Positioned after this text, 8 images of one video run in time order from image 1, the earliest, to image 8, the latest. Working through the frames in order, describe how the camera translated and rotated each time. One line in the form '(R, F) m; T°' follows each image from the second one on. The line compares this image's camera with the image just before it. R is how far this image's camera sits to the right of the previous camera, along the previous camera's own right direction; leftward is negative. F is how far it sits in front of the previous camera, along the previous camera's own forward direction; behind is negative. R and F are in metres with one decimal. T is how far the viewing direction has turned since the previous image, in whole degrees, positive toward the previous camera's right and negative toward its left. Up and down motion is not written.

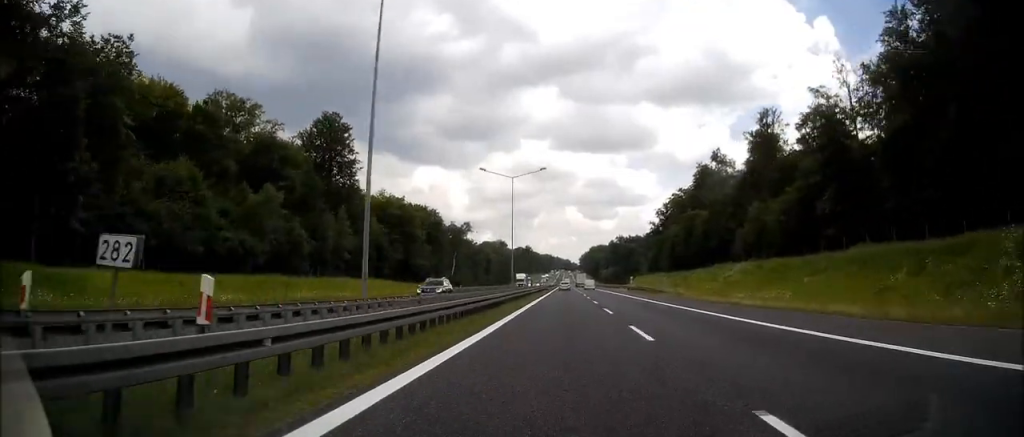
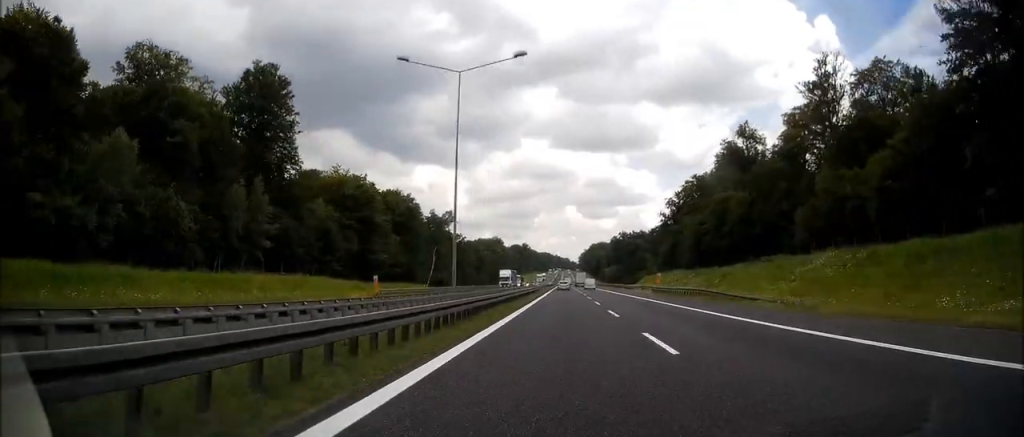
(0.0, +27.1) m; 0°
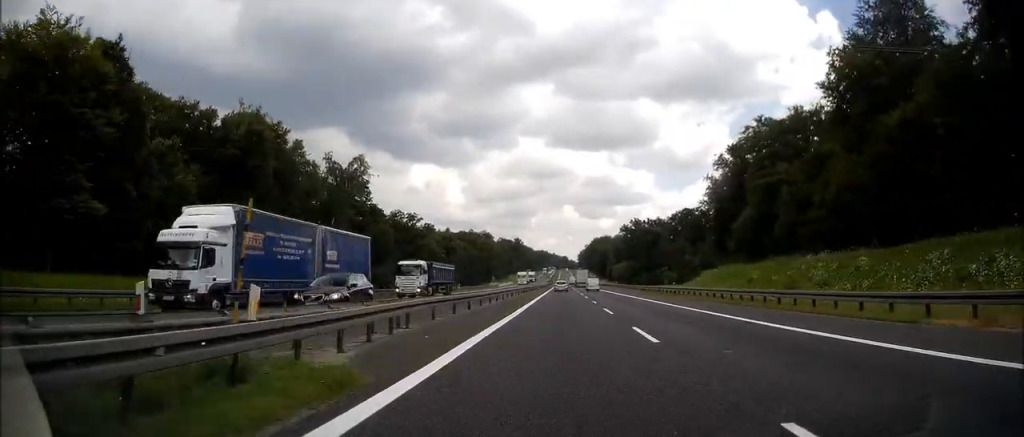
(+0.2, +70.0) m; 0°
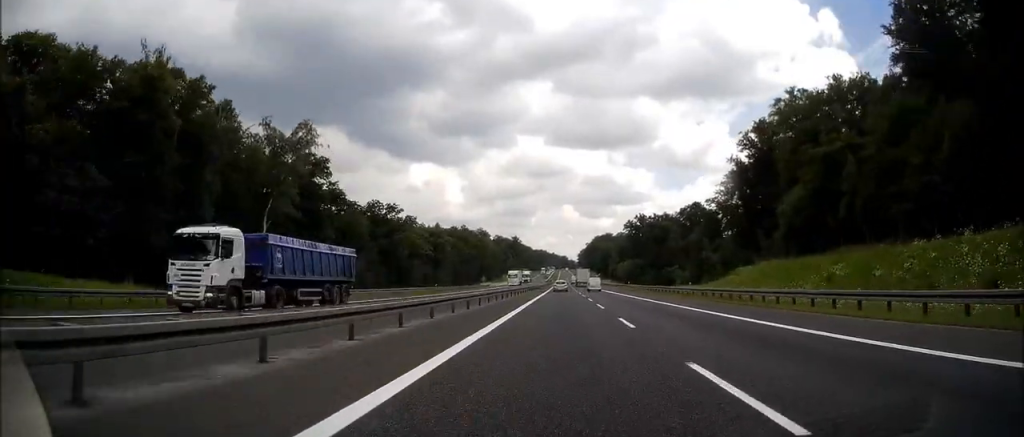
(0.0, +20.0) m; 0°
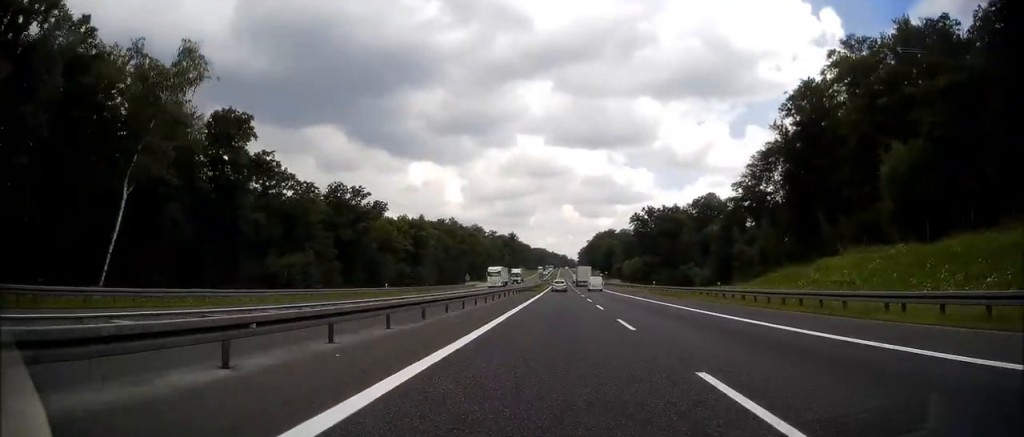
(+0.1, +25.1) m; 0°
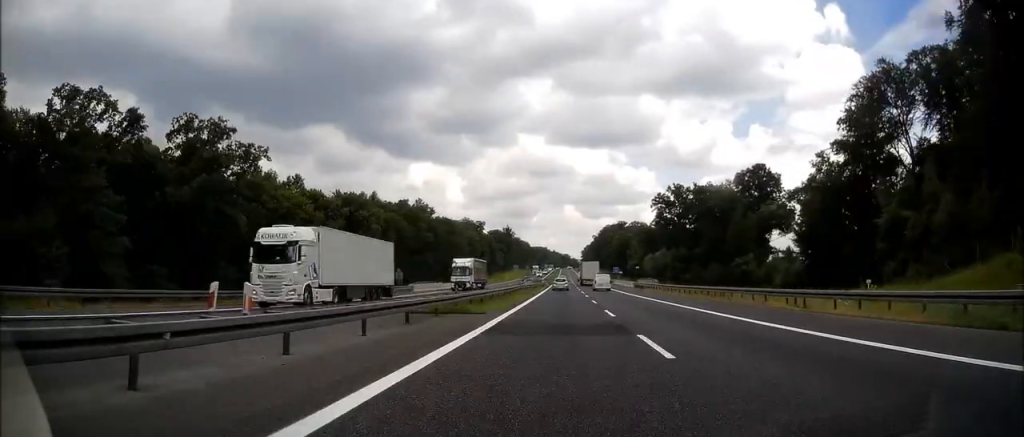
(-0.3, +54.6) m; -1°
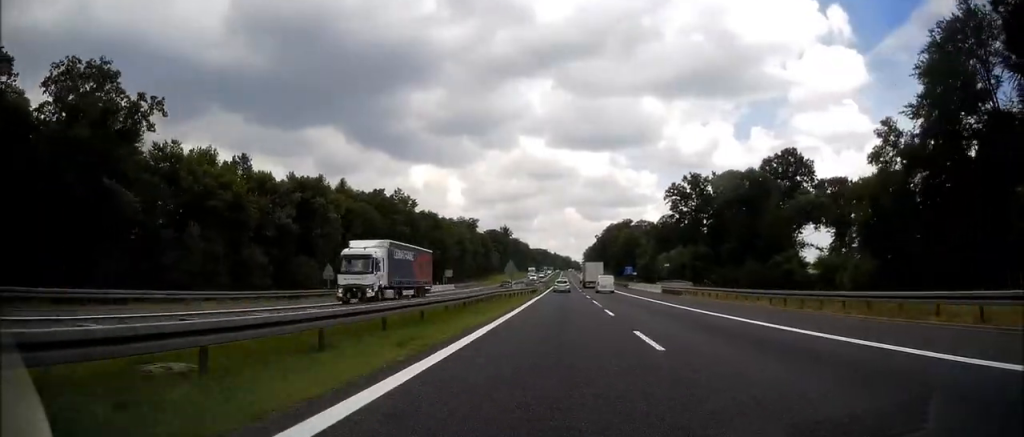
(-0.1, +22.8) m; 0°
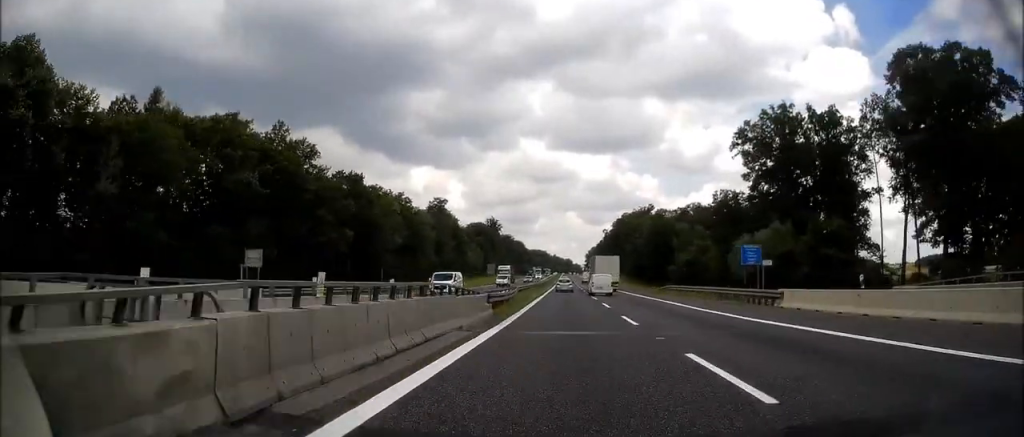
(+0.1, +65.9) m; 0°
